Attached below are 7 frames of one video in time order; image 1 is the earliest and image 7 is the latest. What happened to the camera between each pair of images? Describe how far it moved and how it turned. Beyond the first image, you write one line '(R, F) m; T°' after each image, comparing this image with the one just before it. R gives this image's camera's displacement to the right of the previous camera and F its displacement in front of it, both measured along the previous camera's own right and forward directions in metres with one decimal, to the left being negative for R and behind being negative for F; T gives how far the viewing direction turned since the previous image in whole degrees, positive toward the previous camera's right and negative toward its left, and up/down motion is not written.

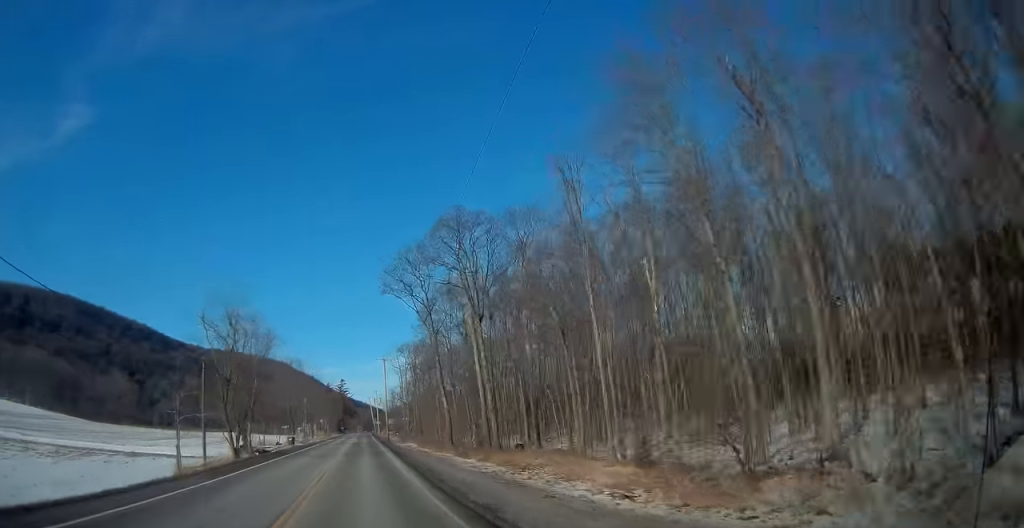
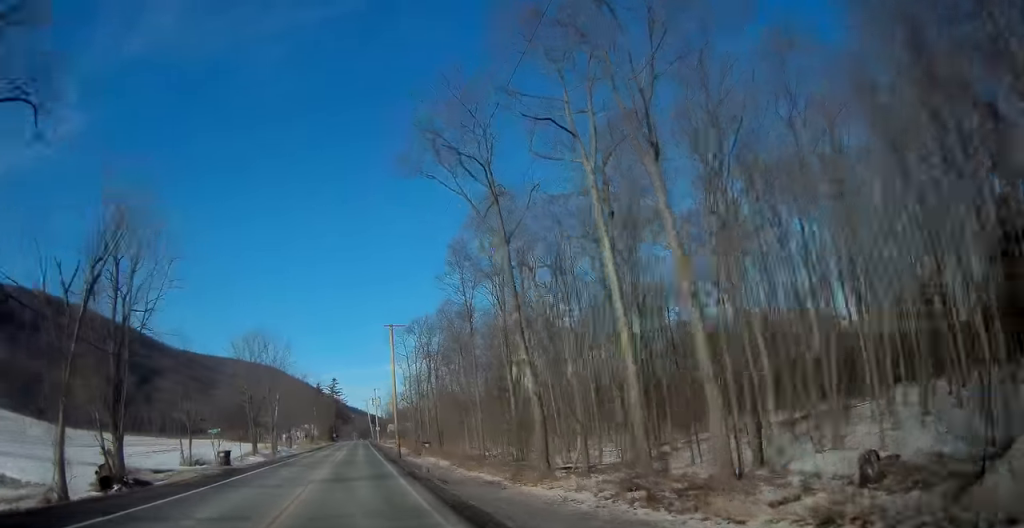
(+0.5, +31.5) m; +1°
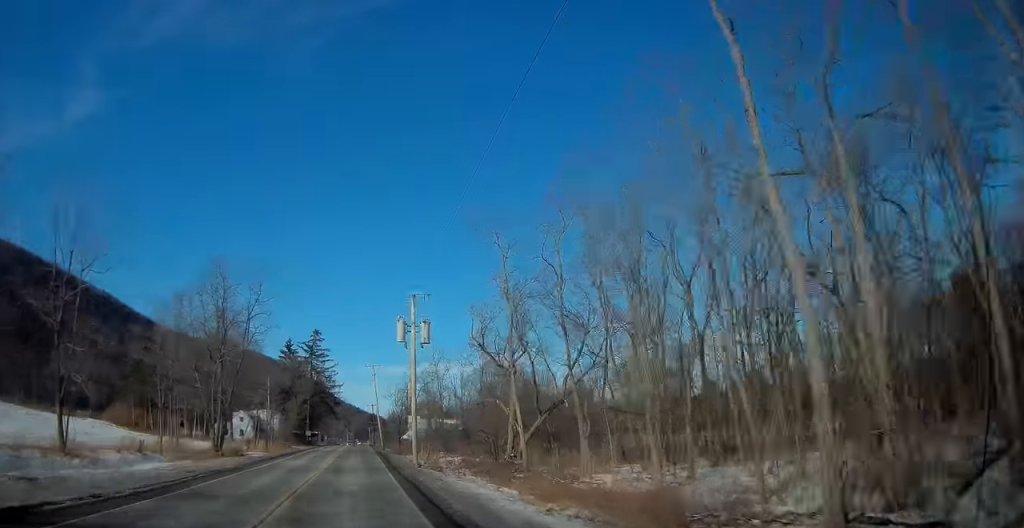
(0.0, +86.3) m; 0°
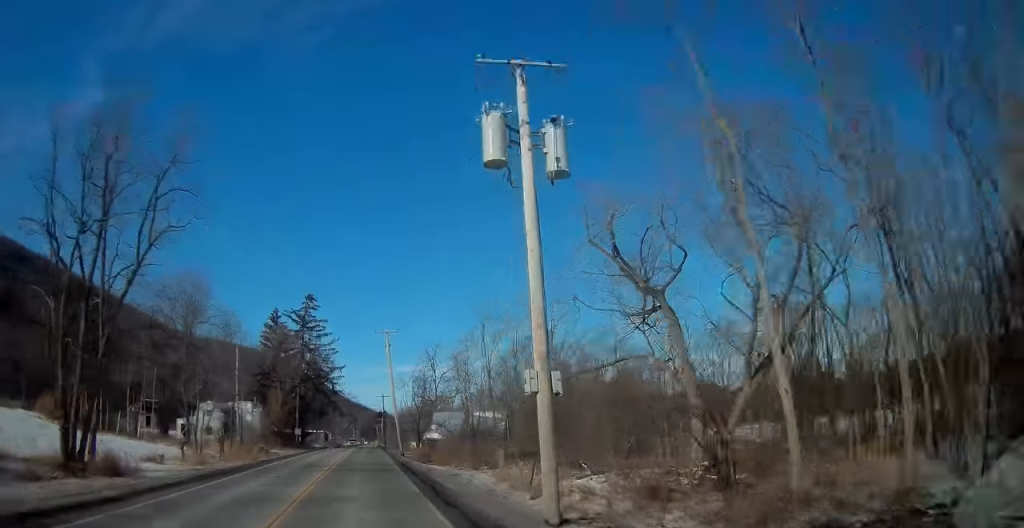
(-0.1, +26.2) m; 0°
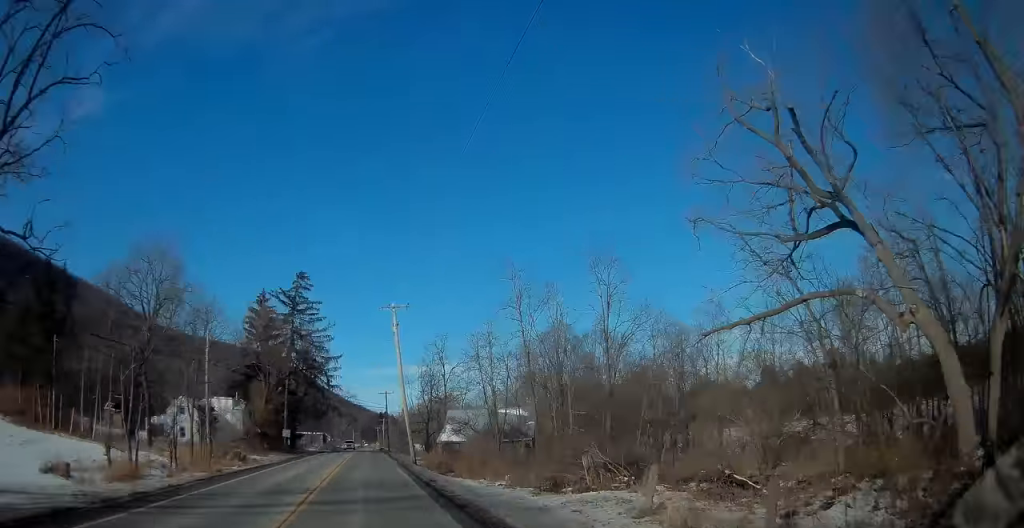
(-0.2, +12.2) m; 0°
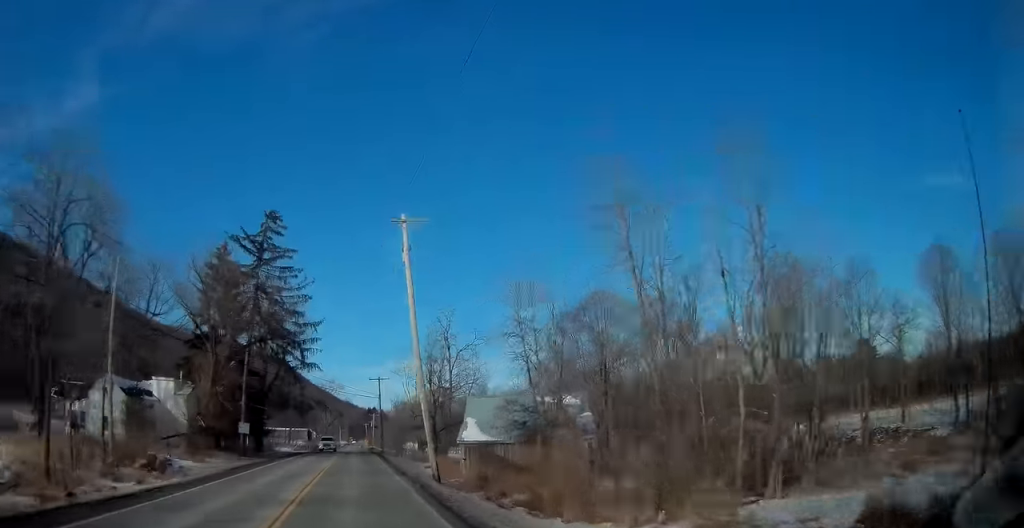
(+0.2, +18.3) m; 0°
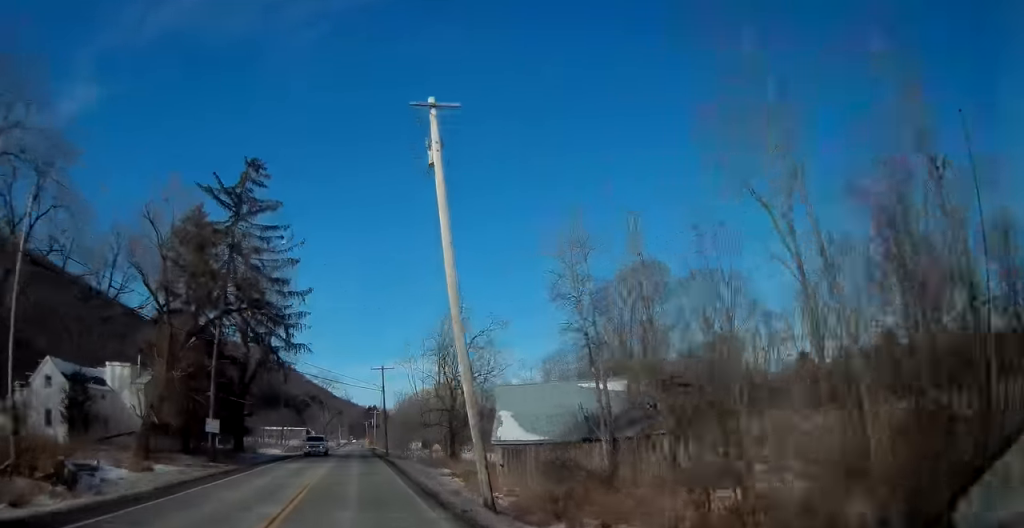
(0.0, +10.4) m; 0°
